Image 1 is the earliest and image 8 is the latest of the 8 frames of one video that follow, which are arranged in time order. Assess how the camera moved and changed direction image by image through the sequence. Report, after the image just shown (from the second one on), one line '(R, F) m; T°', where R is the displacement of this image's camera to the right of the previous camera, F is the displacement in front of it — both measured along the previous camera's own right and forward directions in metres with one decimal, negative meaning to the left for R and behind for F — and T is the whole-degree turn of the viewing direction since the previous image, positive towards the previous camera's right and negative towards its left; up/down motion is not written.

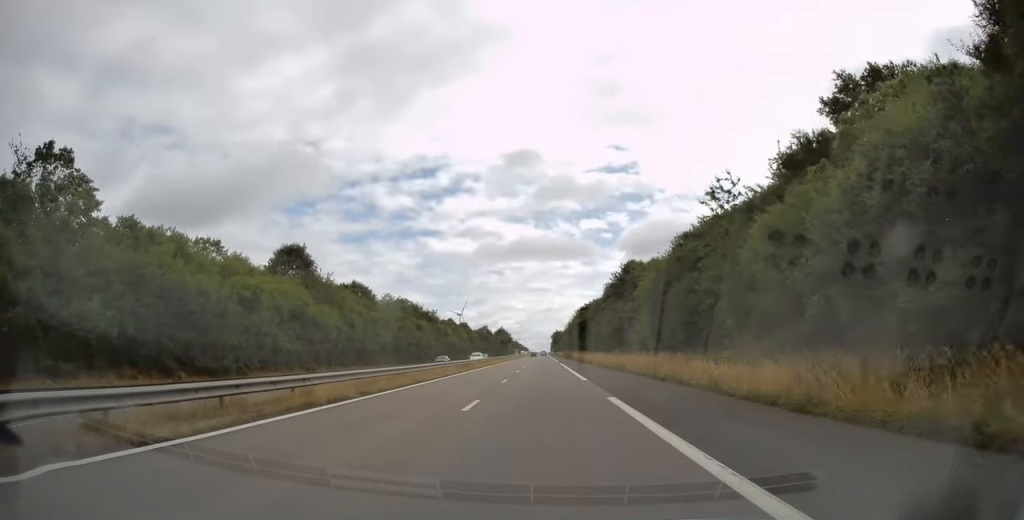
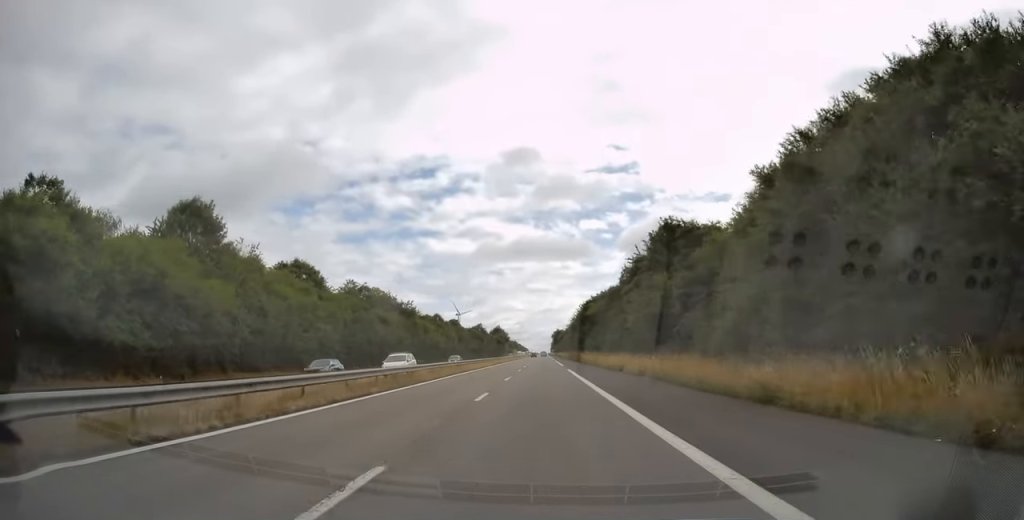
(0.0, +23.1) m; 0°
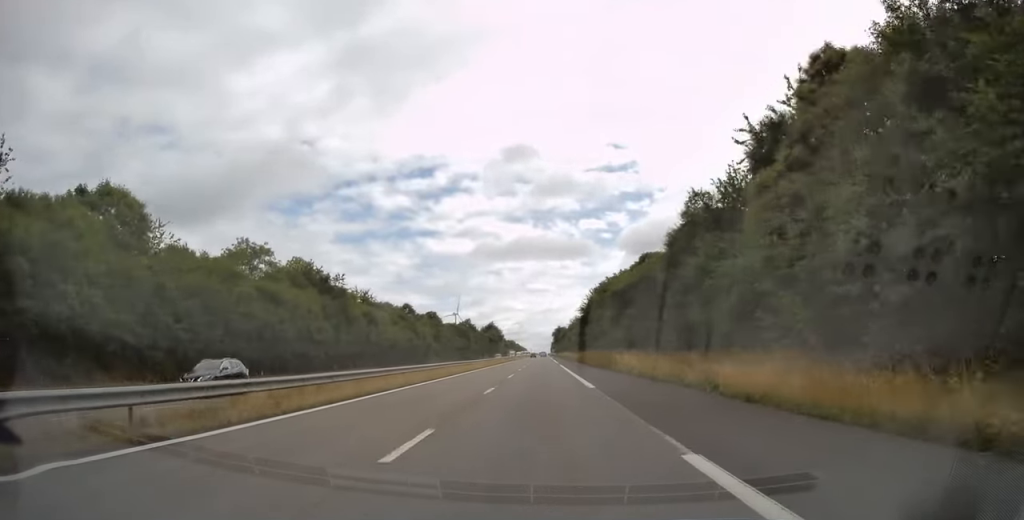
(0.0, +35.9) m; 0°
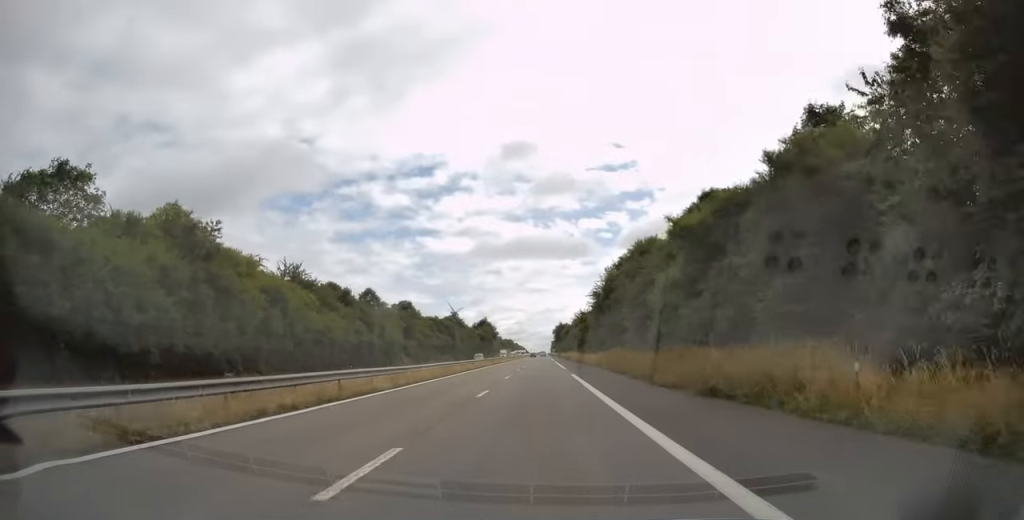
(0.0, +28.3) m; 0°
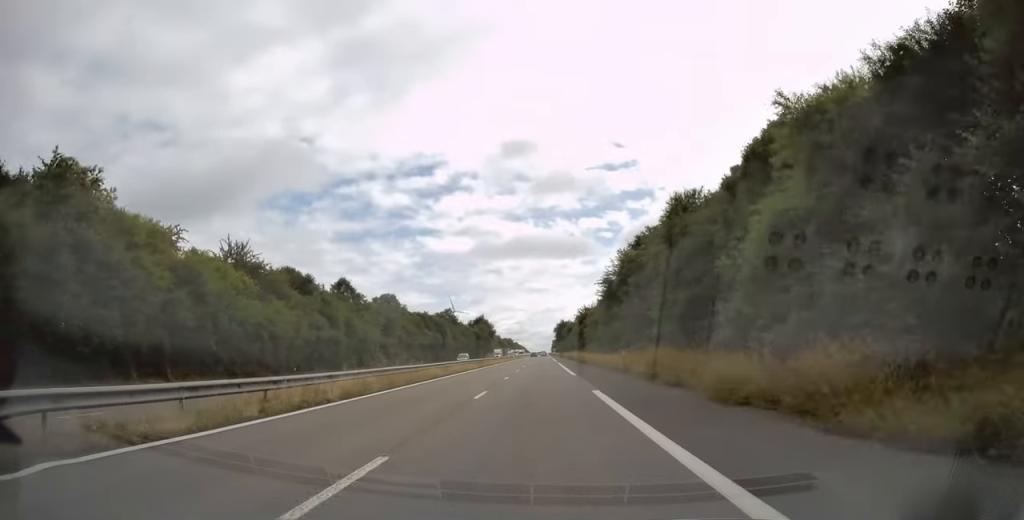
(0.0, +13.9) m; 0°
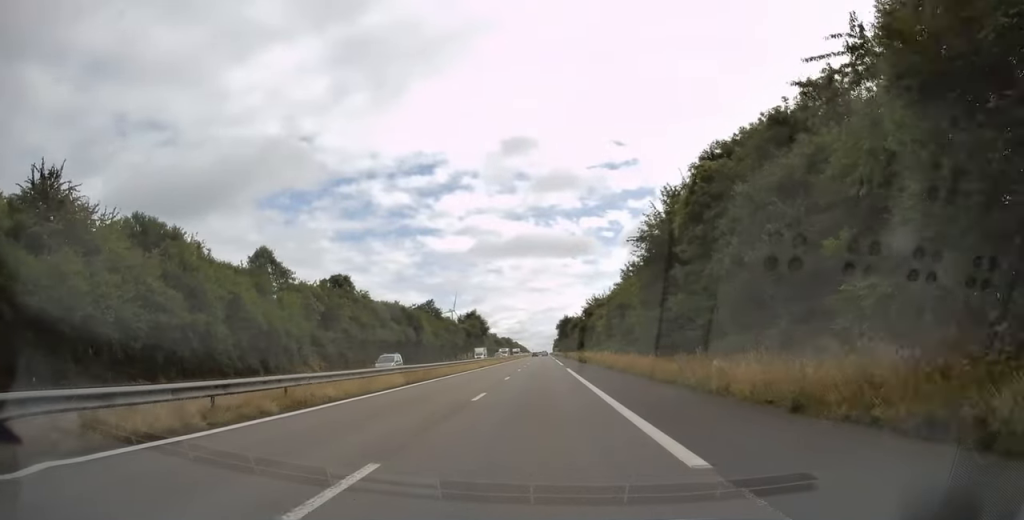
(0.0, +26.7) m; 0°
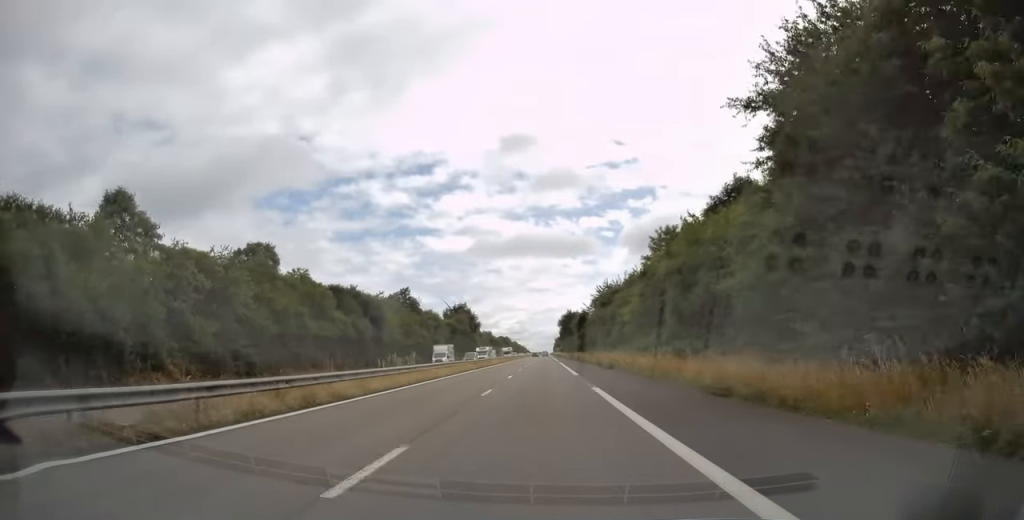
(+0.1, +24.7) m; 0°
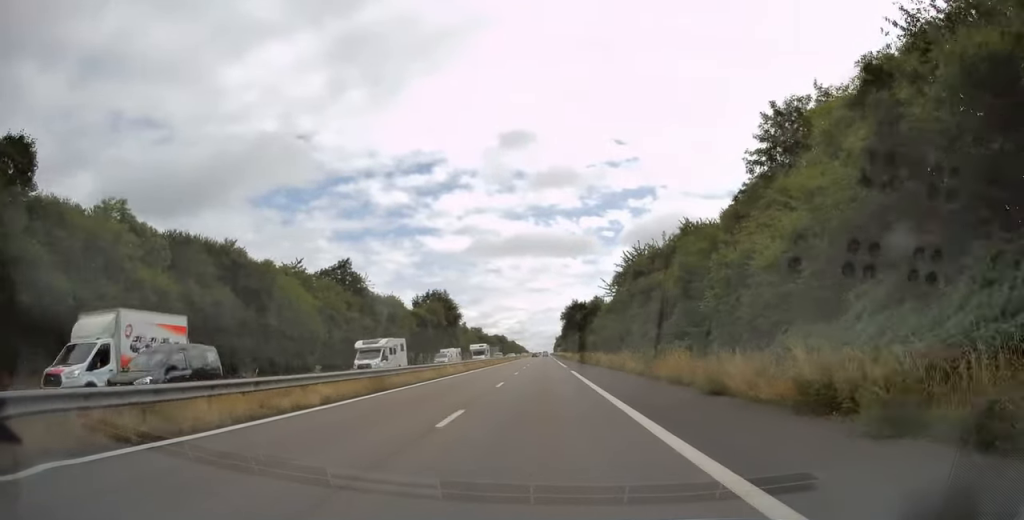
(0.0, +34.0) m; -1°
